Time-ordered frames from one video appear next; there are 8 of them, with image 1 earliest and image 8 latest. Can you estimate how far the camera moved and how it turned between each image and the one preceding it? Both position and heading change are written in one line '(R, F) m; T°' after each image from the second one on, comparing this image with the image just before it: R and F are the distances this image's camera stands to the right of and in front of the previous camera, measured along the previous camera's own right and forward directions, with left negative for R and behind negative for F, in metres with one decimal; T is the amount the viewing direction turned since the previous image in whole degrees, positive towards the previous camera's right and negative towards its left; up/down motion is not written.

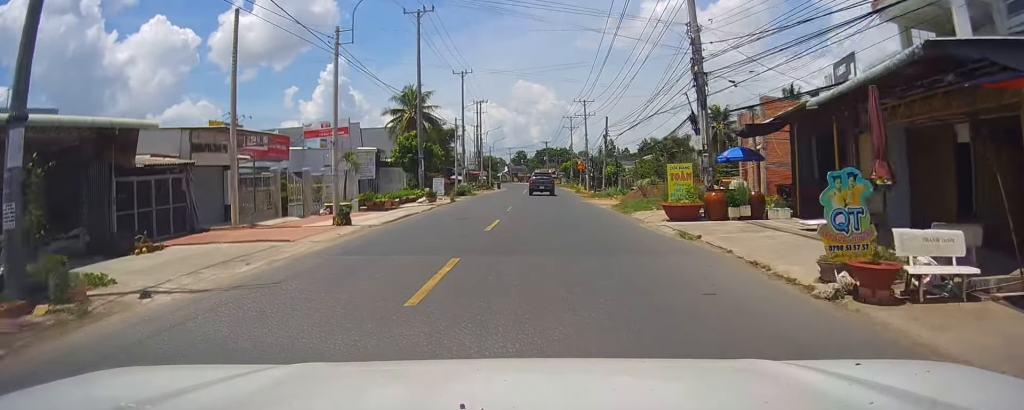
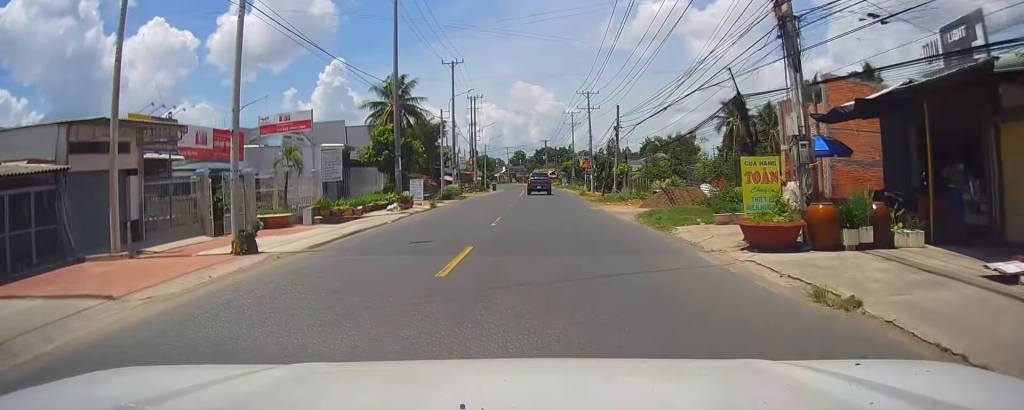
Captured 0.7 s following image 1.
(+0.4, +8.1) m; 0°
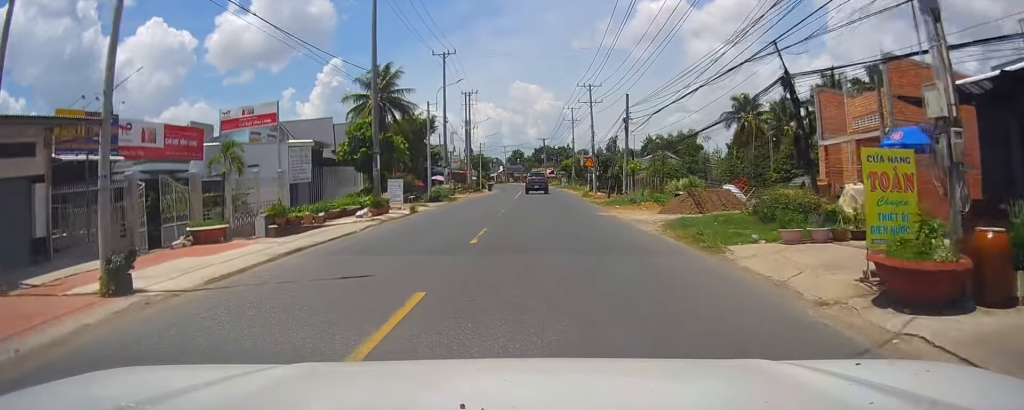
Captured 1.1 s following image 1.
(+0.1, +5.4) m; 0°
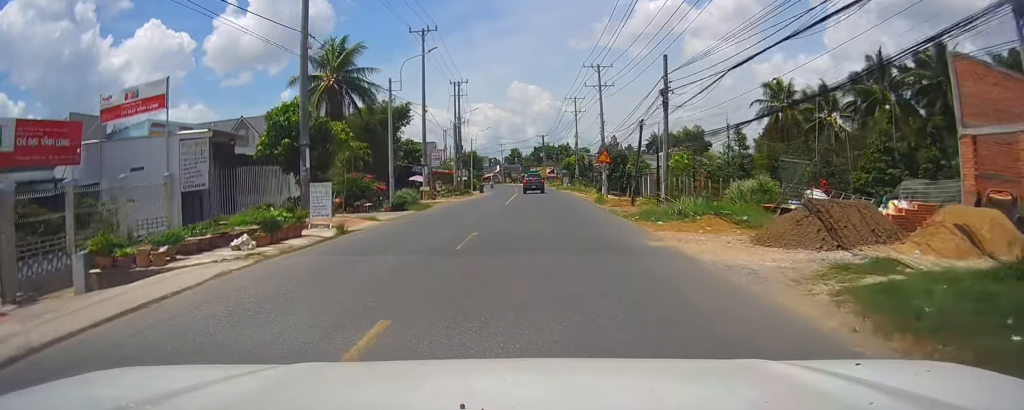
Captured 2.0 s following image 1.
(-0.3, +11.6) m; -1°
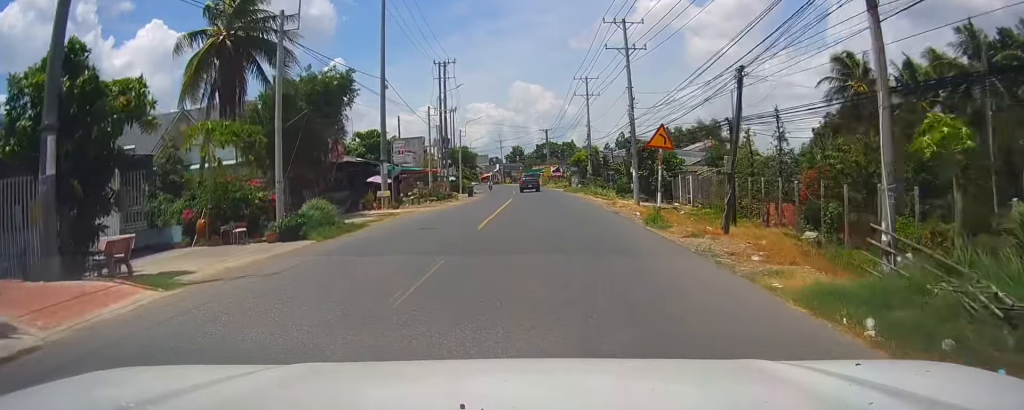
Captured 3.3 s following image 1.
(+0.1, +15.9) m; -1°
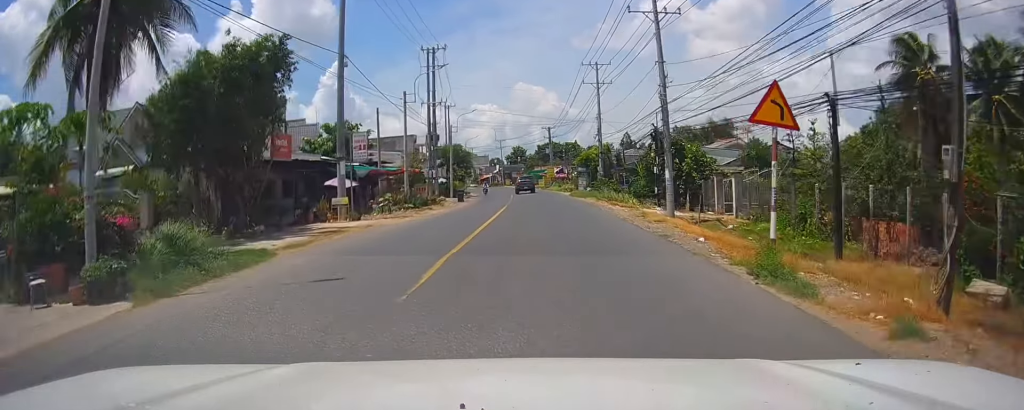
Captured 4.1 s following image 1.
(-0.2, +9.6) m; -1°
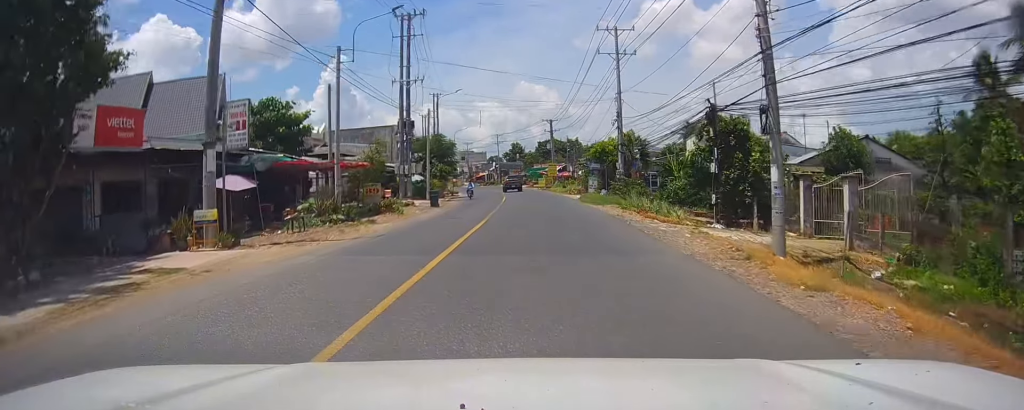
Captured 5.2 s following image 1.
(+0.1, +14.0) m; +2°
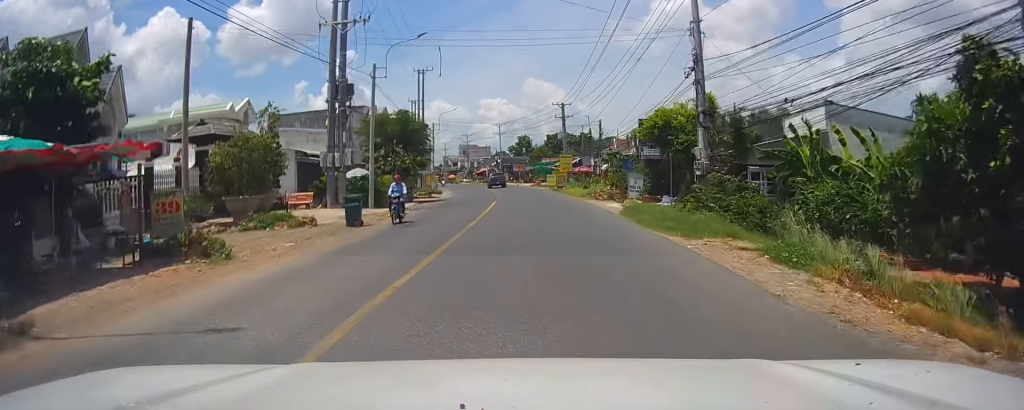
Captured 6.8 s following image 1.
(+0.1, +19.7) m; -2°
